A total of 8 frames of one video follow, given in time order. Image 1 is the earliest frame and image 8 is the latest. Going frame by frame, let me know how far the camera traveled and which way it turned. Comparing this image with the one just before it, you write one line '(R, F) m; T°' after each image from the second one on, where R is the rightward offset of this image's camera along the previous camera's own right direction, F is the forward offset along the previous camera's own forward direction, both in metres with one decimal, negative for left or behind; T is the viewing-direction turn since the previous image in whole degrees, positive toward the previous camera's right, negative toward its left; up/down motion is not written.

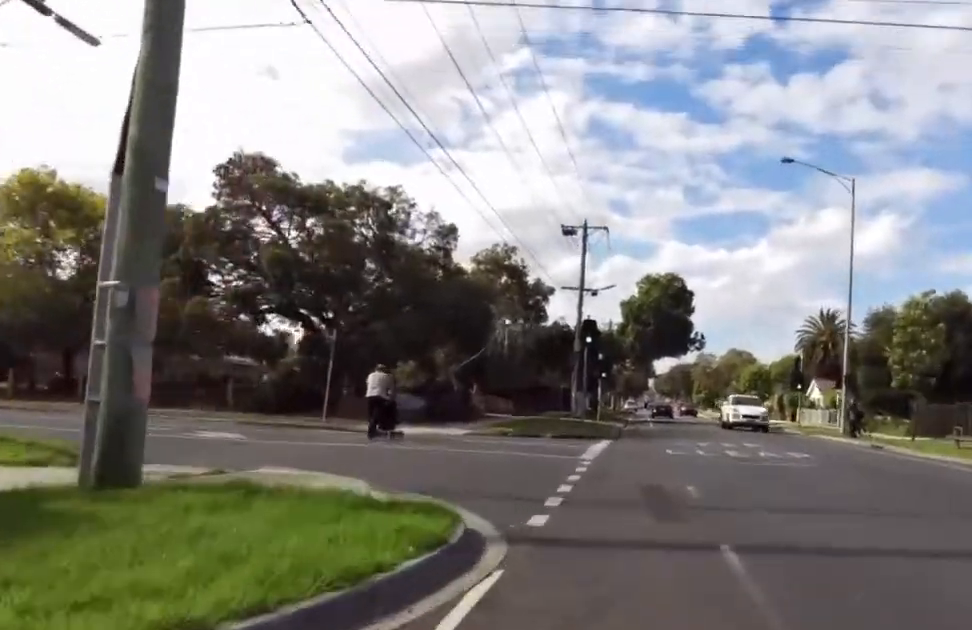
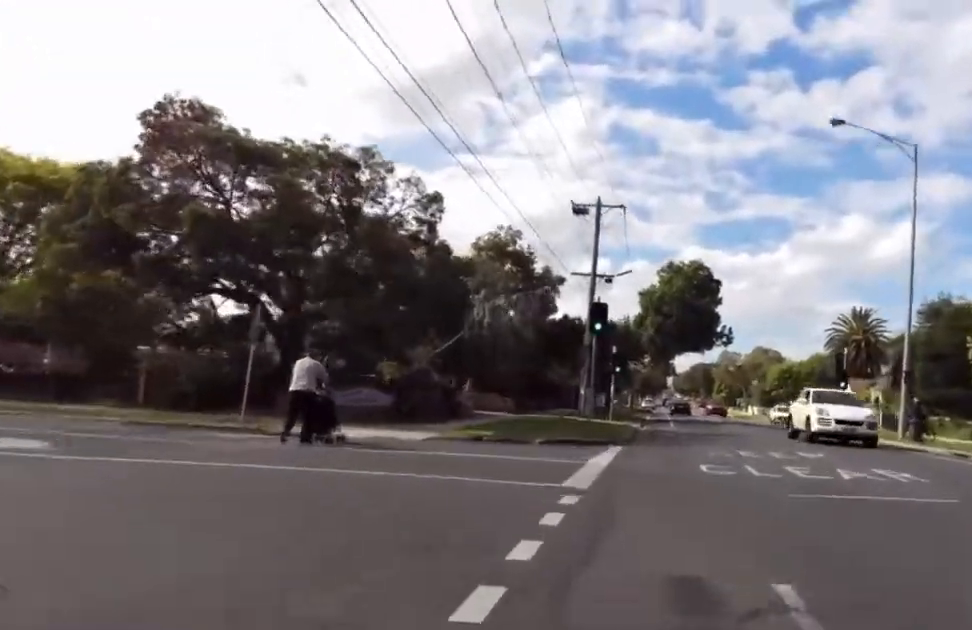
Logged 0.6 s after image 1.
(+0.5, +5.7) m; 0°
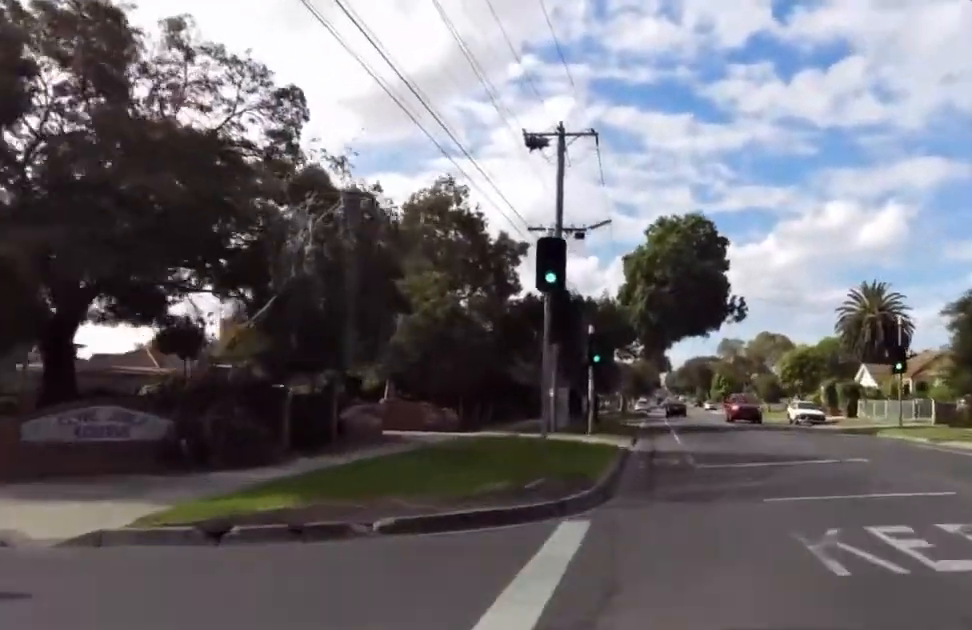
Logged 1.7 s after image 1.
(-0.3, +10.0) m; 0°
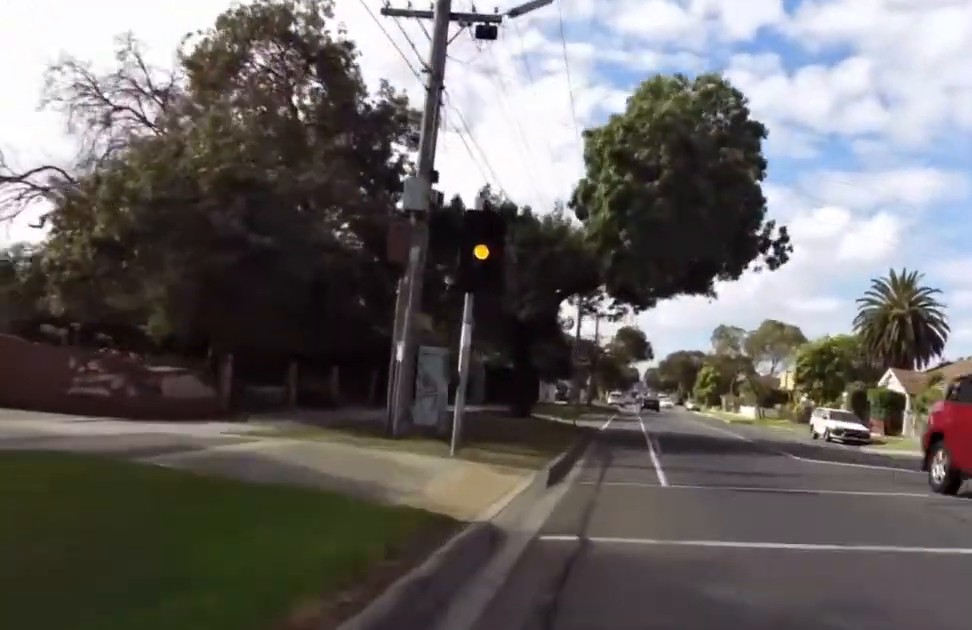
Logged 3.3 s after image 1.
(+0.5, +14.5) m; 0°
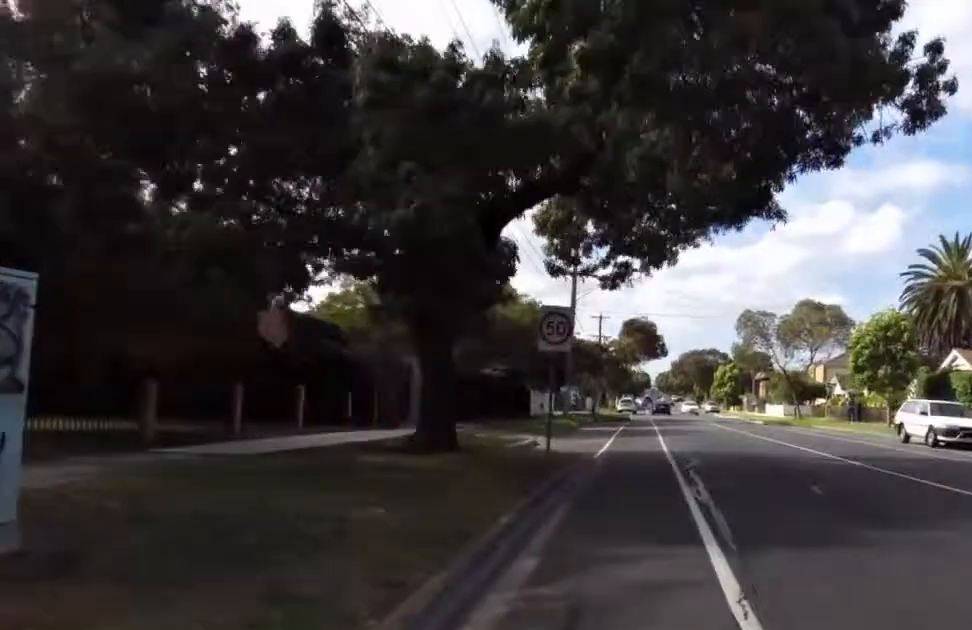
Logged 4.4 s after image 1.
(-0.4, +10.5) m; 0°
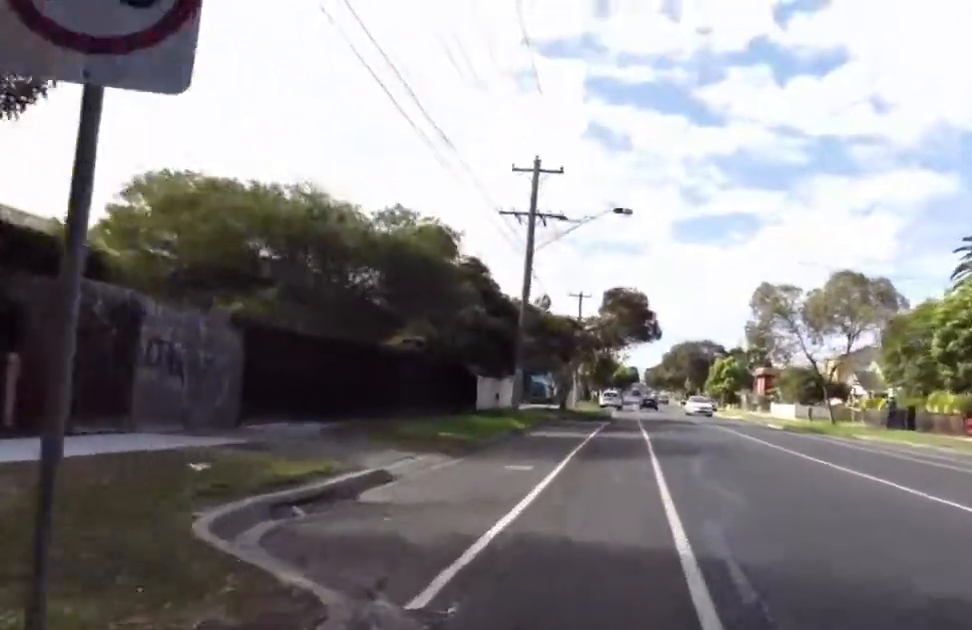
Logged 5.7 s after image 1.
(0.0, +11.8) m; 0°
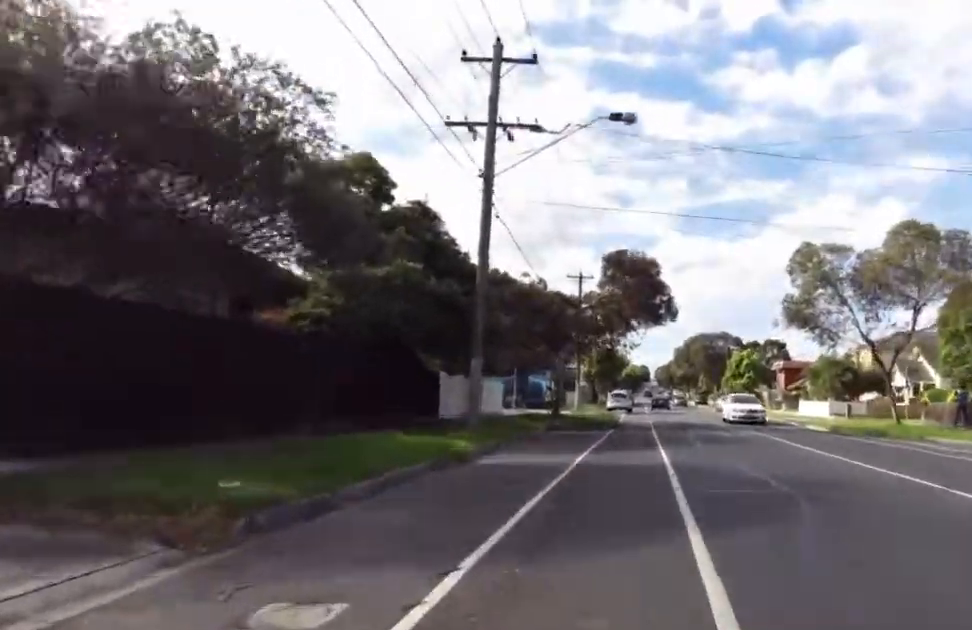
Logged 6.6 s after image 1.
(+0.2, +8.3) m; 0°
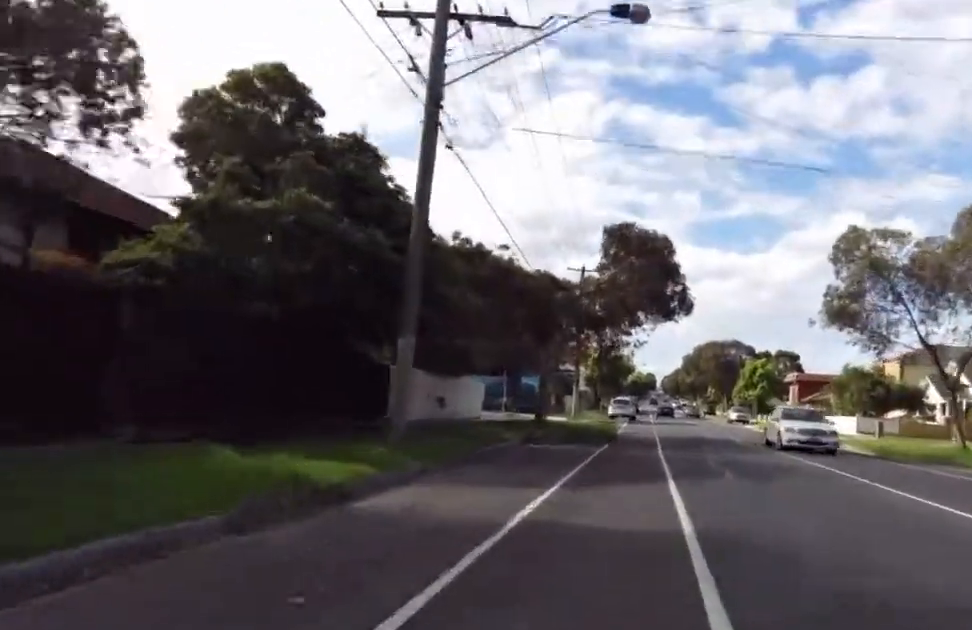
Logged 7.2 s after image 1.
(+0.4, +5.8) m; 0°
